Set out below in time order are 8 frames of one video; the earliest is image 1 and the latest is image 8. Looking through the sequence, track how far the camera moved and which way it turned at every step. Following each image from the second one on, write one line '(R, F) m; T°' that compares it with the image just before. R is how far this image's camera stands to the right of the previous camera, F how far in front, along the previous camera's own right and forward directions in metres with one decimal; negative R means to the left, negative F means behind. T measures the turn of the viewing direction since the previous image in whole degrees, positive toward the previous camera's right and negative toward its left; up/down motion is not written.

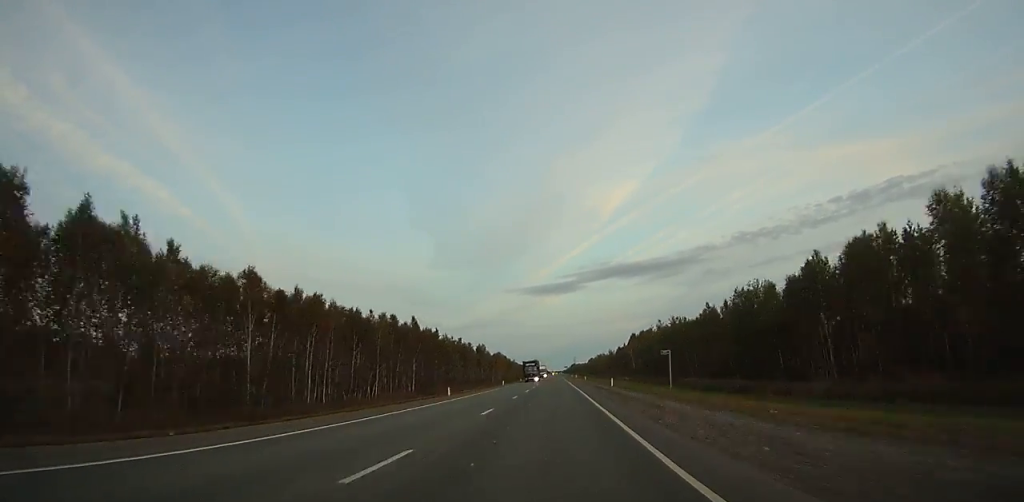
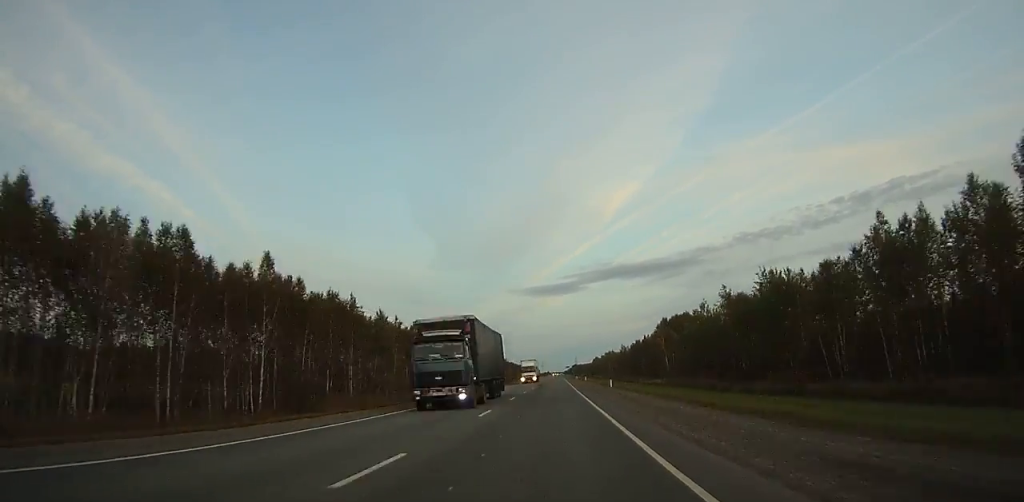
(-0.1, +47.3) m; 0°
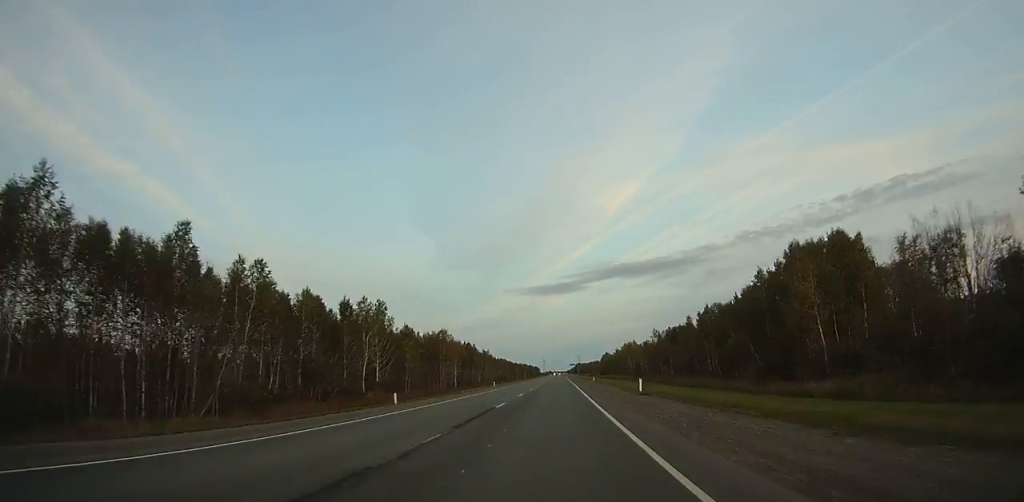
(0.0, +67.7) m; 0°
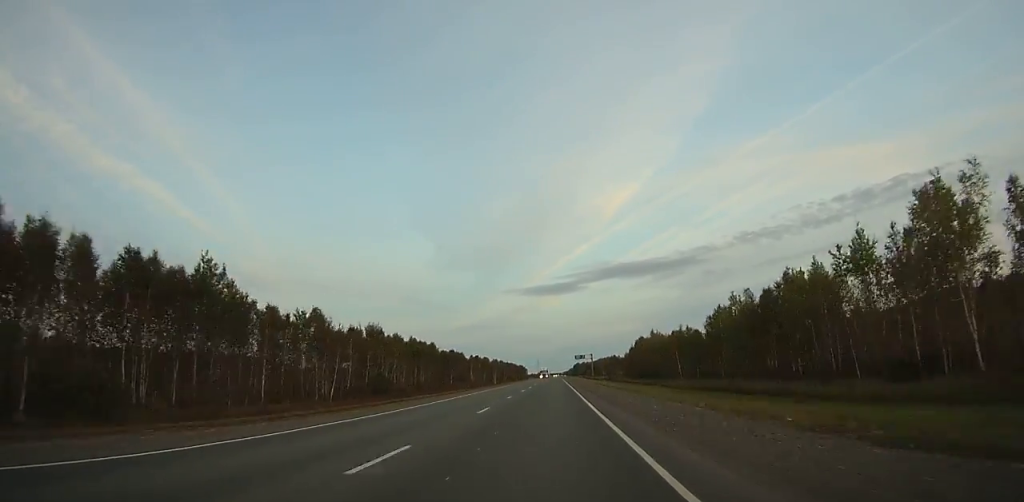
(-0.2, +158.4) m; 0°
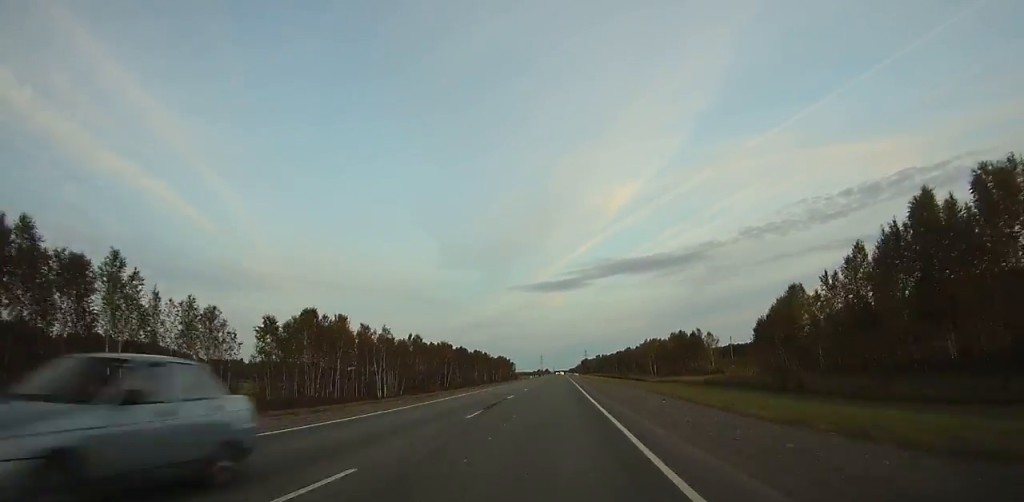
(0.0, +146.9) m; 0°
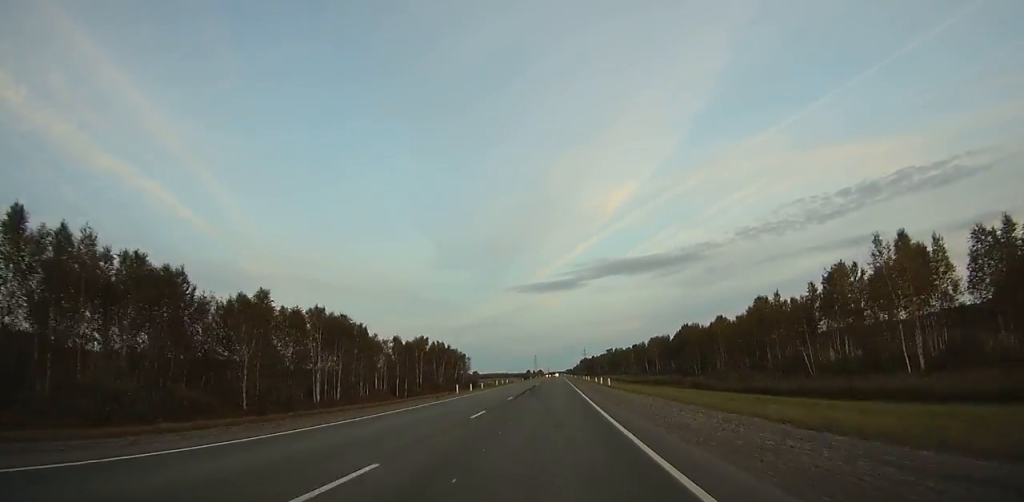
(-0.1, +118.5) m; 0°
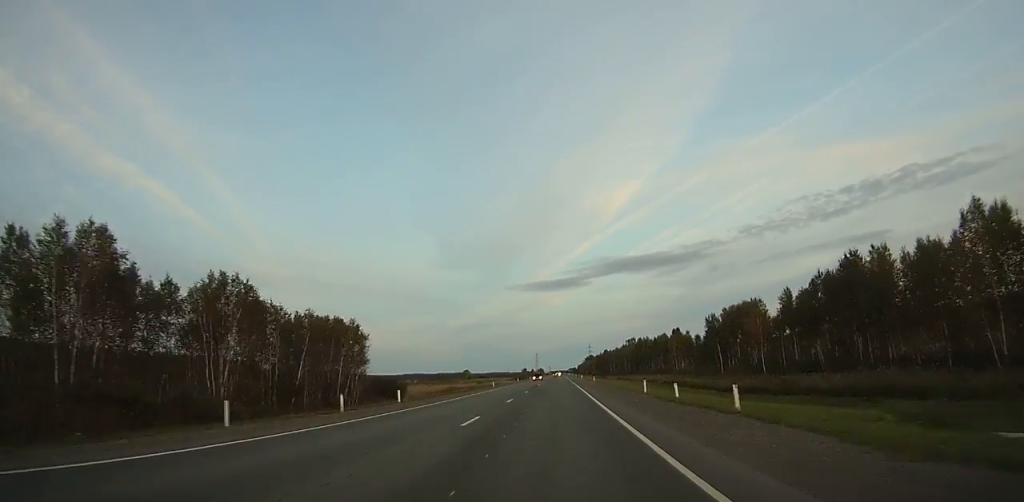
(0.0, +74.3) m; 0°
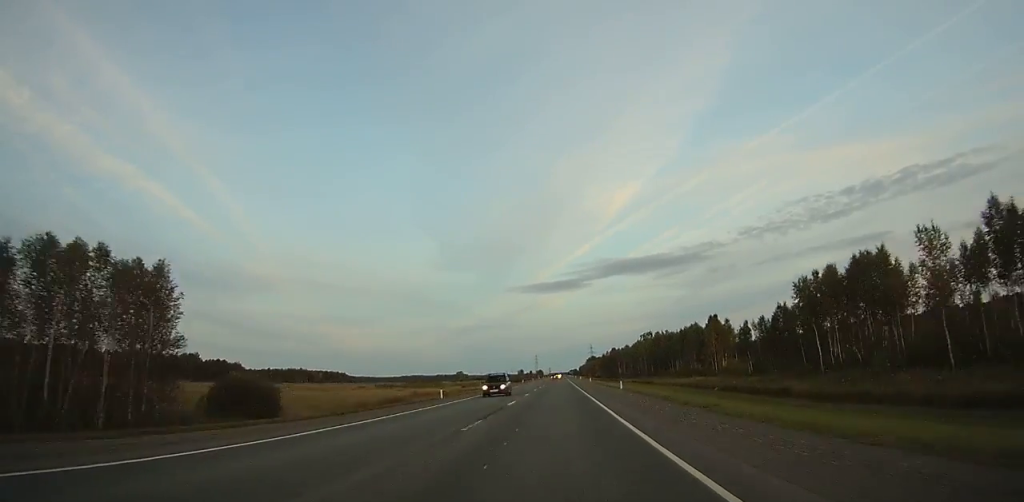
(-0.1, +35.6) m; 0°
